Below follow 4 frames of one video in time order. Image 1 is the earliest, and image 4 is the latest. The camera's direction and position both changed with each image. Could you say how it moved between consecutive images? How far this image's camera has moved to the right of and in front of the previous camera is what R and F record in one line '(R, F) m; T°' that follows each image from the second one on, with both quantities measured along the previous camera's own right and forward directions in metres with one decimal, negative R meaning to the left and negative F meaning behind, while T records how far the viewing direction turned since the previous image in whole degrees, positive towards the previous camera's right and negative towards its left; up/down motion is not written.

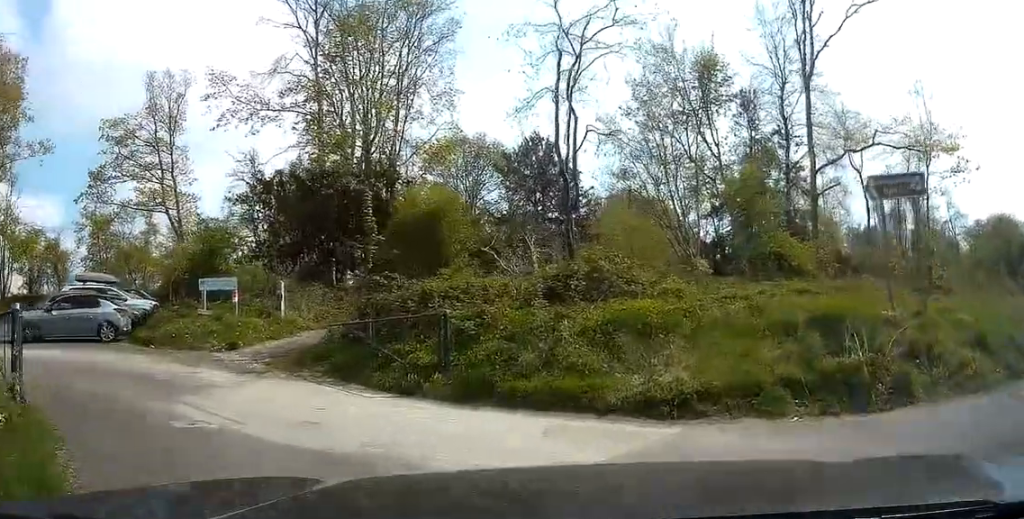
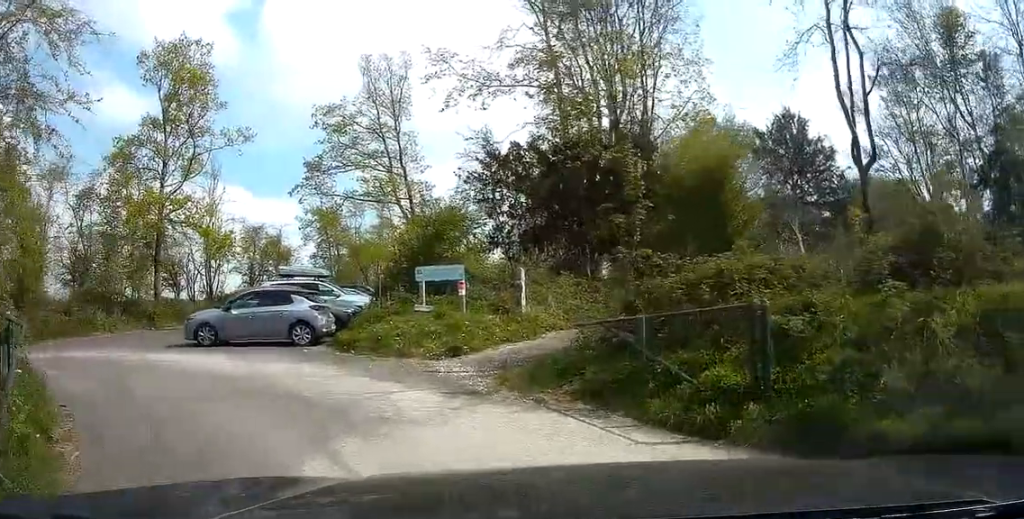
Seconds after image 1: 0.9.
(-0.5, +6.5) m; -8°
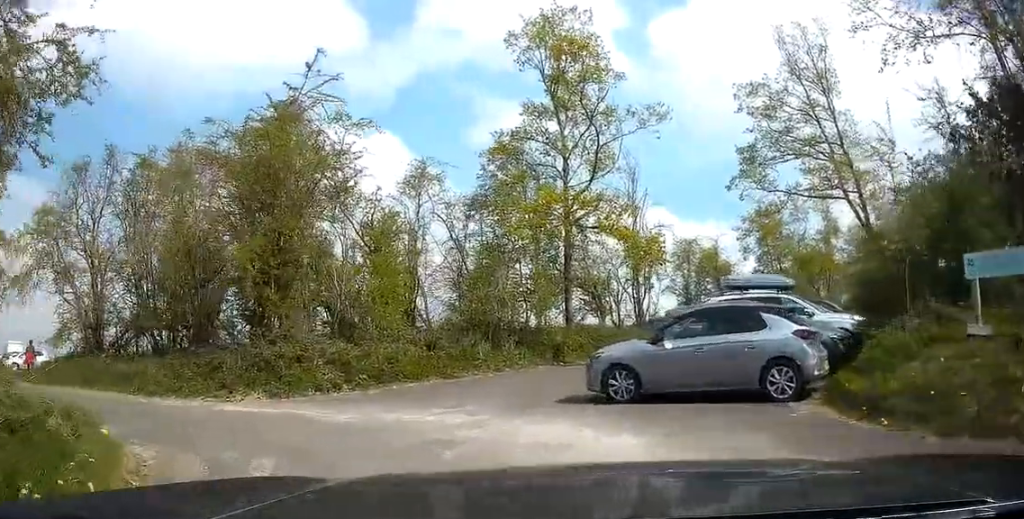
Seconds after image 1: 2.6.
(-1.5, +10.3) m; -23°
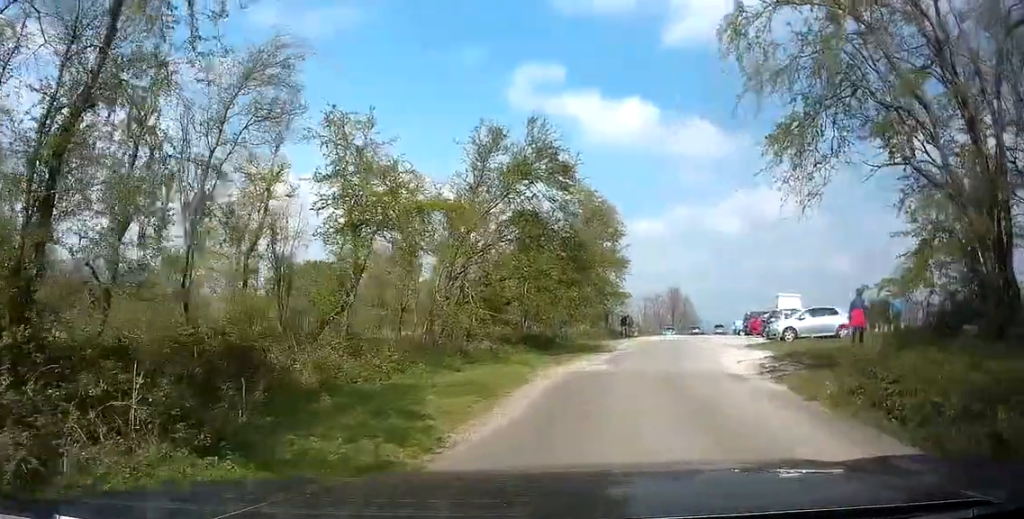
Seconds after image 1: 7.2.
(-10.6, +4.8) m; -107°
